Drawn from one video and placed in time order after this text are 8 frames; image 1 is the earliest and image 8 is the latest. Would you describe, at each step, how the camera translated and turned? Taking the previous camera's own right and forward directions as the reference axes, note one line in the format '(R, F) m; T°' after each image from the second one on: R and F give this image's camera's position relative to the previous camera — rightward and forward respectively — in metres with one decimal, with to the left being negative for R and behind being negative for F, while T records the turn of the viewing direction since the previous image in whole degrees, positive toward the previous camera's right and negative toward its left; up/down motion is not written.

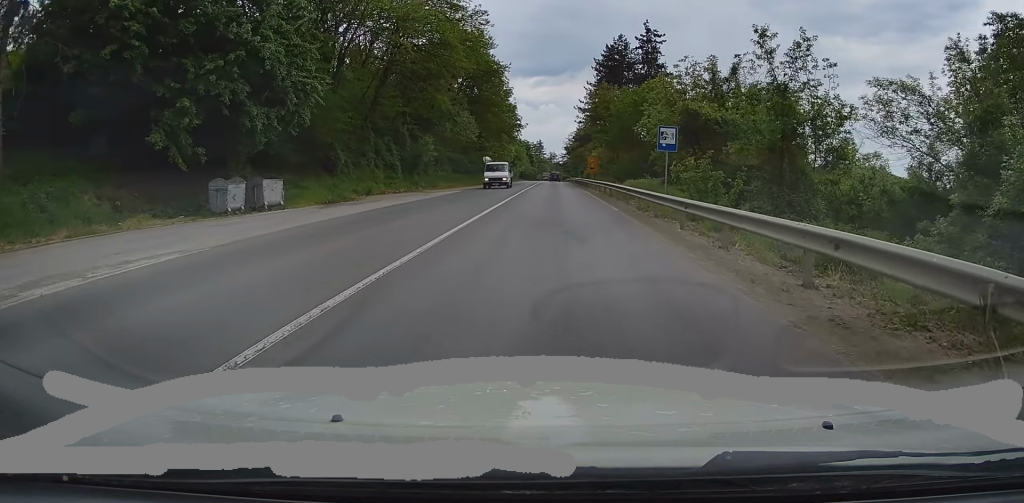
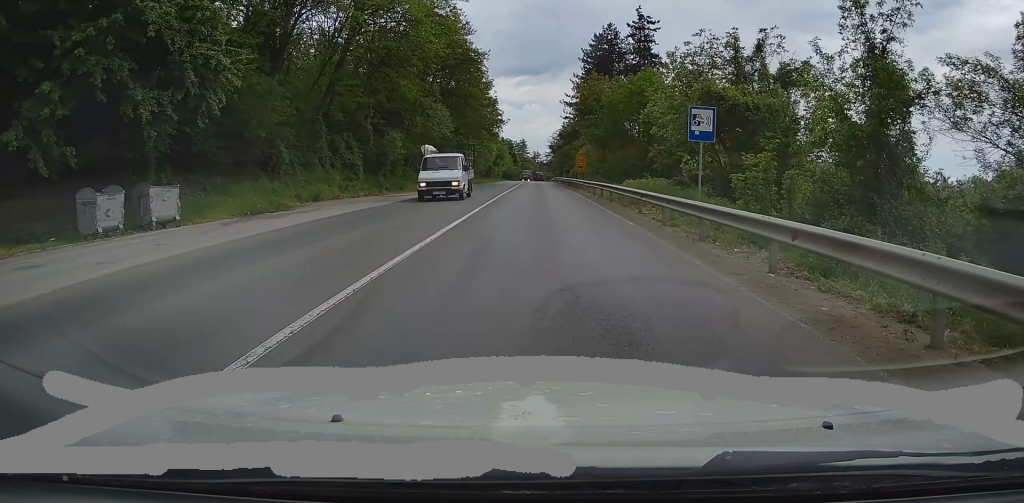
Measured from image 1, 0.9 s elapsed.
(+0.2, +7.1) m; +2°
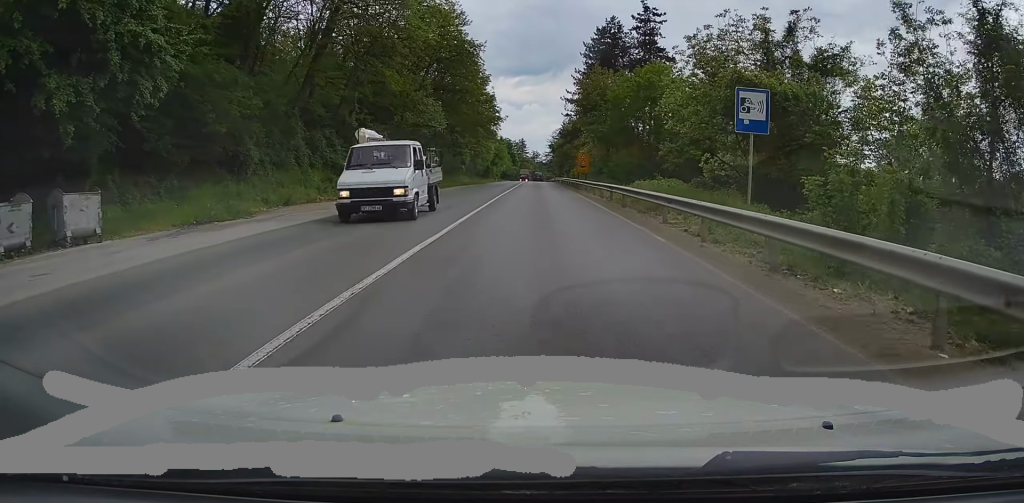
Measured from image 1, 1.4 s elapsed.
(+0.1, +4.0) m; +1°
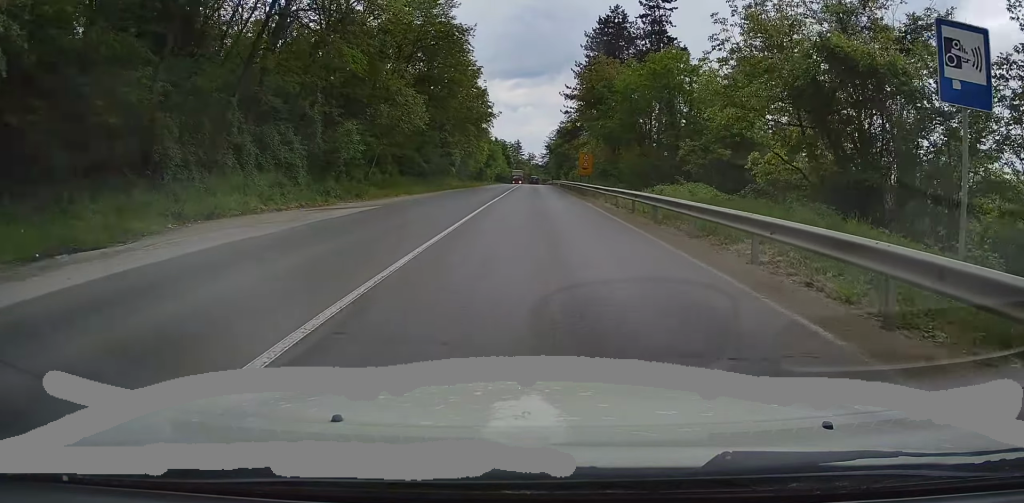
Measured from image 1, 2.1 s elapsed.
(+0.1, +7.4) m; -1°
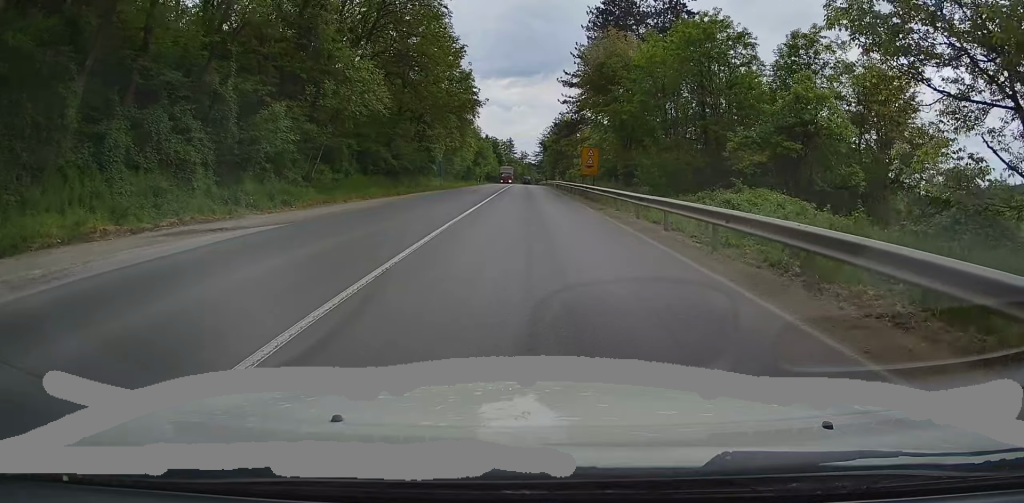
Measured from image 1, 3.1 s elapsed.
(-0.2, +10.5) m; +1°
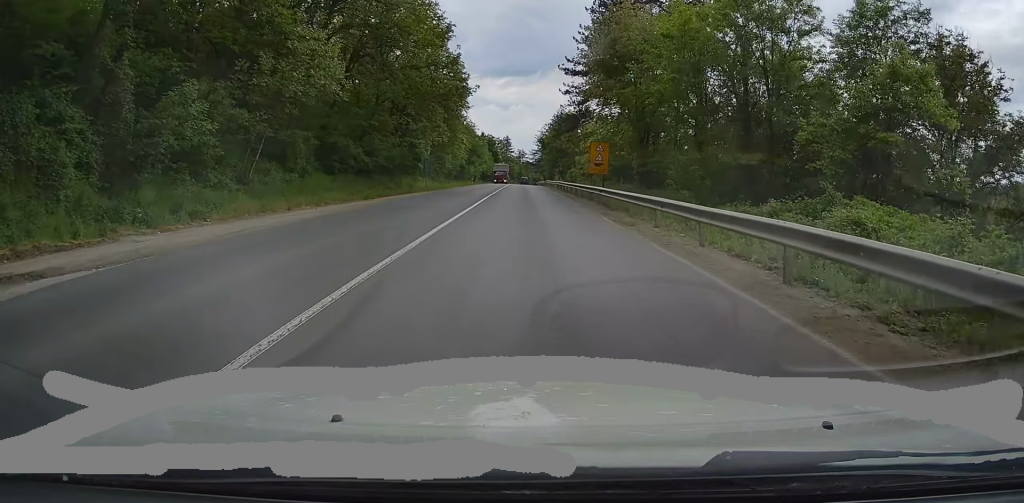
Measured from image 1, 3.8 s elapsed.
(+0.2, +7.7) m; +1°
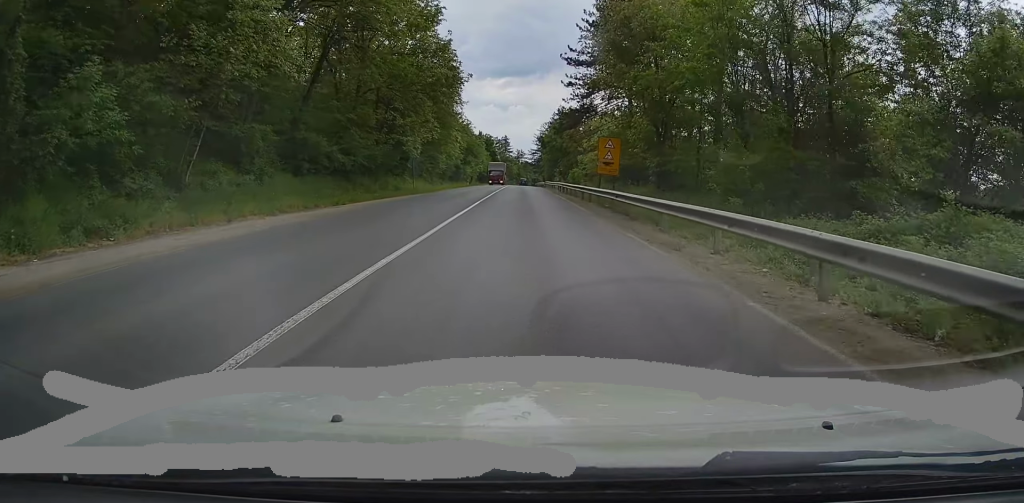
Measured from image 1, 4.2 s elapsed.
(+0.2, +5.2) m; 0°
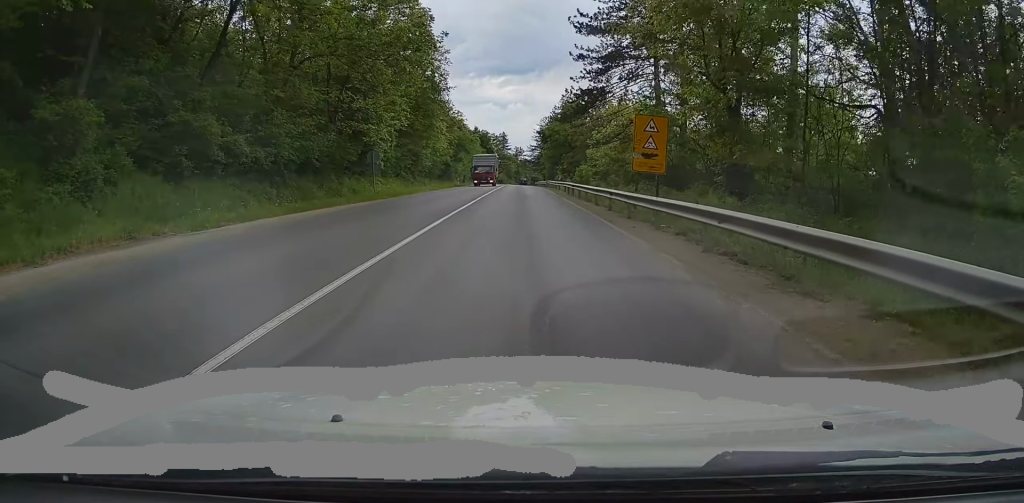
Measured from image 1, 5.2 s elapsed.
(-0.2, +12.0) m; -1°
